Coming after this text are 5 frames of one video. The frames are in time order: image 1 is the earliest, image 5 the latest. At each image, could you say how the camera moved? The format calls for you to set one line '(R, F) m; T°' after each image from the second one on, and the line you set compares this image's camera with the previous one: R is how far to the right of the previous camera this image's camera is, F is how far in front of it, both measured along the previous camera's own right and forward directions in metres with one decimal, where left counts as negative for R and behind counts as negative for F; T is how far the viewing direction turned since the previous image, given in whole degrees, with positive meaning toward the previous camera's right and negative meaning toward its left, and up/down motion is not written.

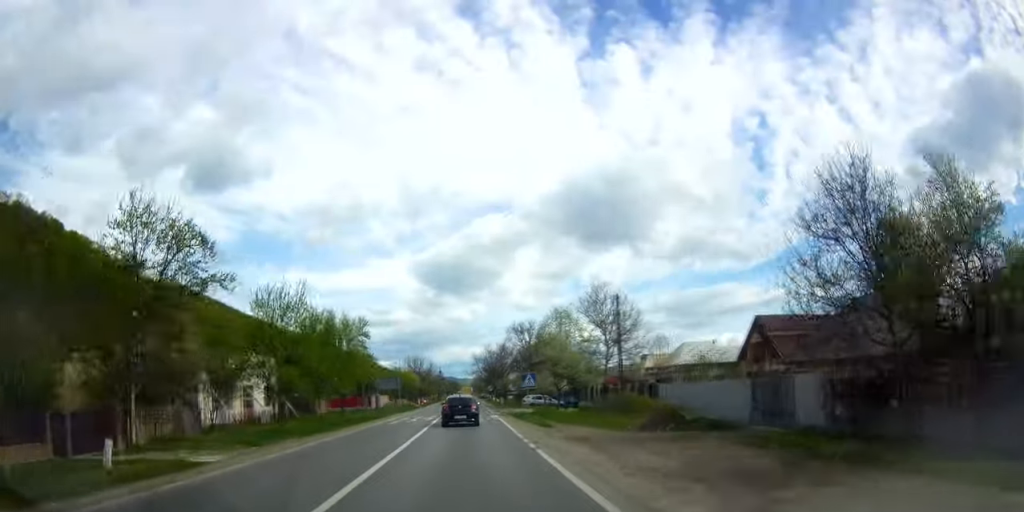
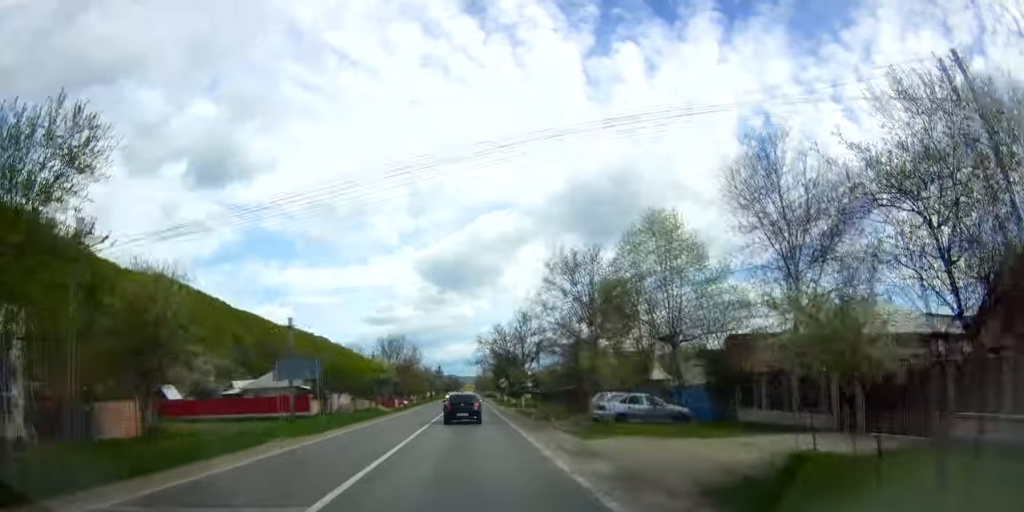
(+0.4, +33.1) m; +1°
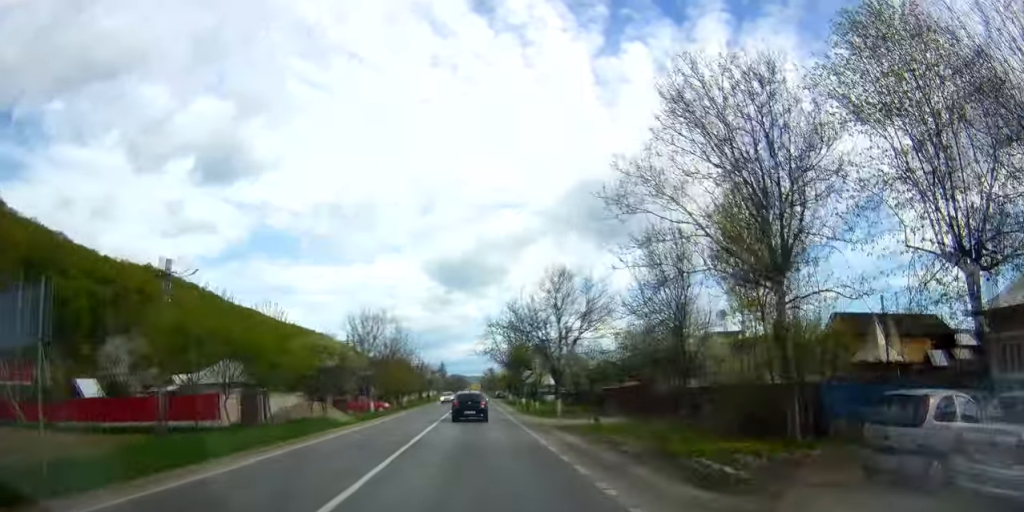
(0.0, +20.9) m; 0°
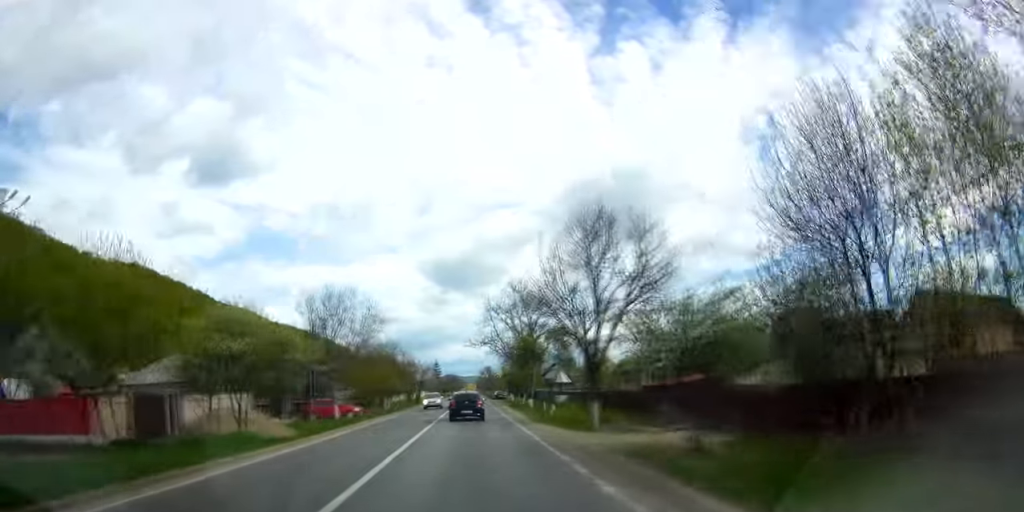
(0.0, +12.1) m; 0°
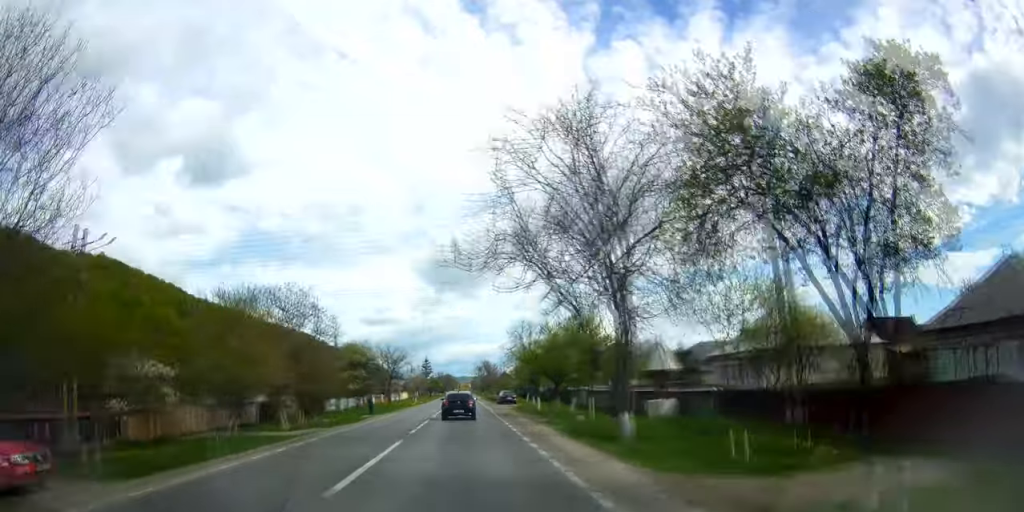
(0.0, +33.2) m; 0°
